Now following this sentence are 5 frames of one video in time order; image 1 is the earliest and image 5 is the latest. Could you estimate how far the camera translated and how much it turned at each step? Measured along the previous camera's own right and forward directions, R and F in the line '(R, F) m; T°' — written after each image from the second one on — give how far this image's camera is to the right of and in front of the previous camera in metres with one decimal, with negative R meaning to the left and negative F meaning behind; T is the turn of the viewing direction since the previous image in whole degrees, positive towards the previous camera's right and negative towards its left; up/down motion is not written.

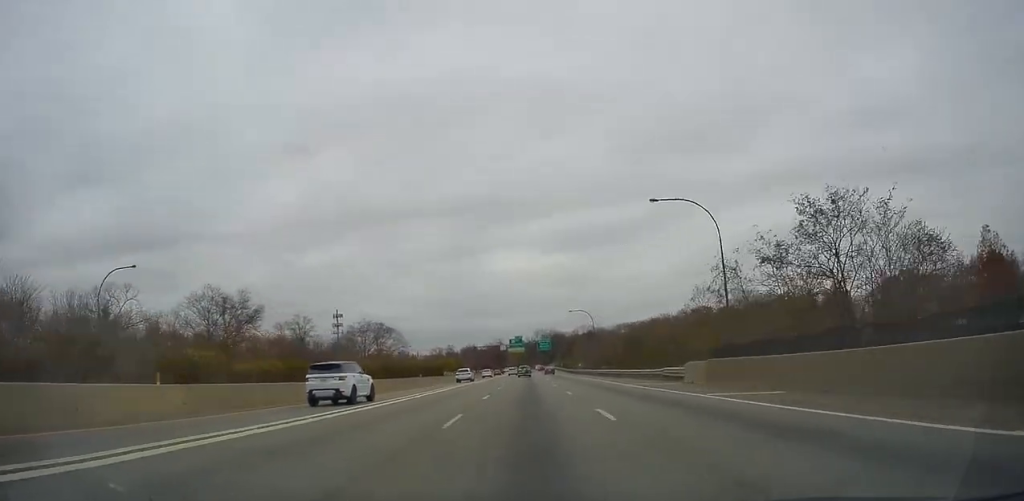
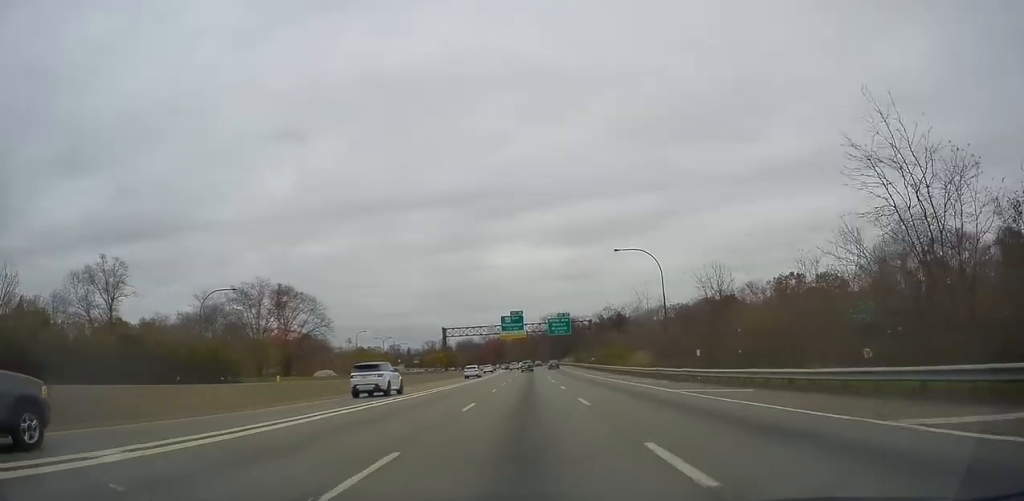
(-0.3, +68.0) m; -1°
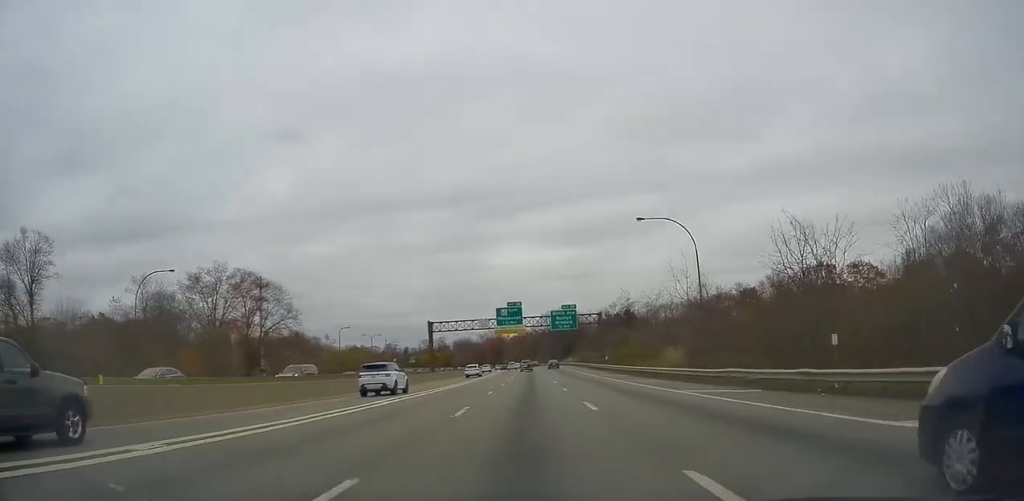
(+0.3, +14.7) m; 0°
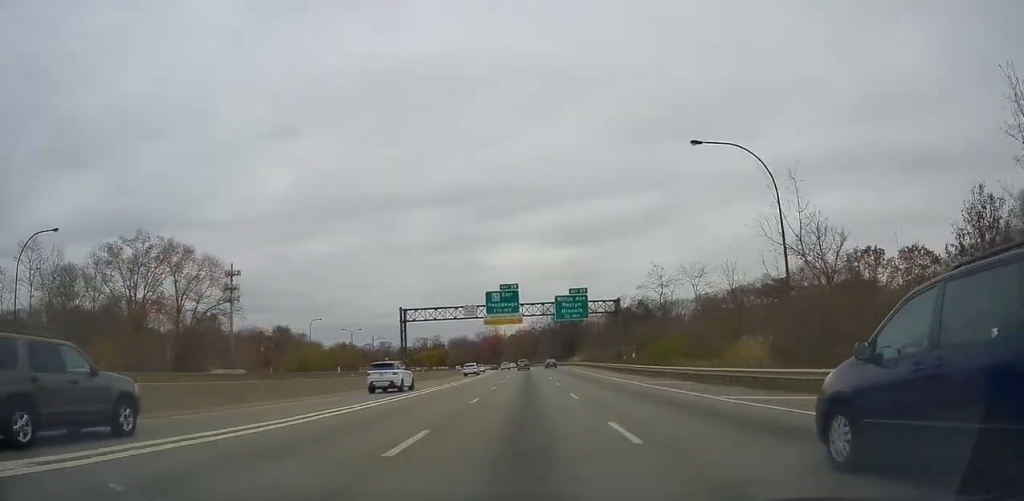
(0.0, +19.1) m; 0°
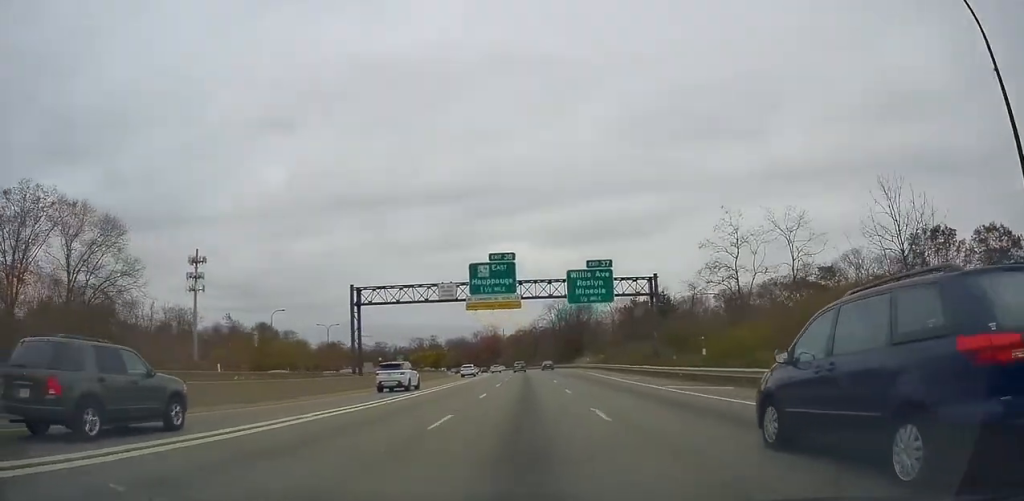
(-0.3, +20.4) m; -1°
